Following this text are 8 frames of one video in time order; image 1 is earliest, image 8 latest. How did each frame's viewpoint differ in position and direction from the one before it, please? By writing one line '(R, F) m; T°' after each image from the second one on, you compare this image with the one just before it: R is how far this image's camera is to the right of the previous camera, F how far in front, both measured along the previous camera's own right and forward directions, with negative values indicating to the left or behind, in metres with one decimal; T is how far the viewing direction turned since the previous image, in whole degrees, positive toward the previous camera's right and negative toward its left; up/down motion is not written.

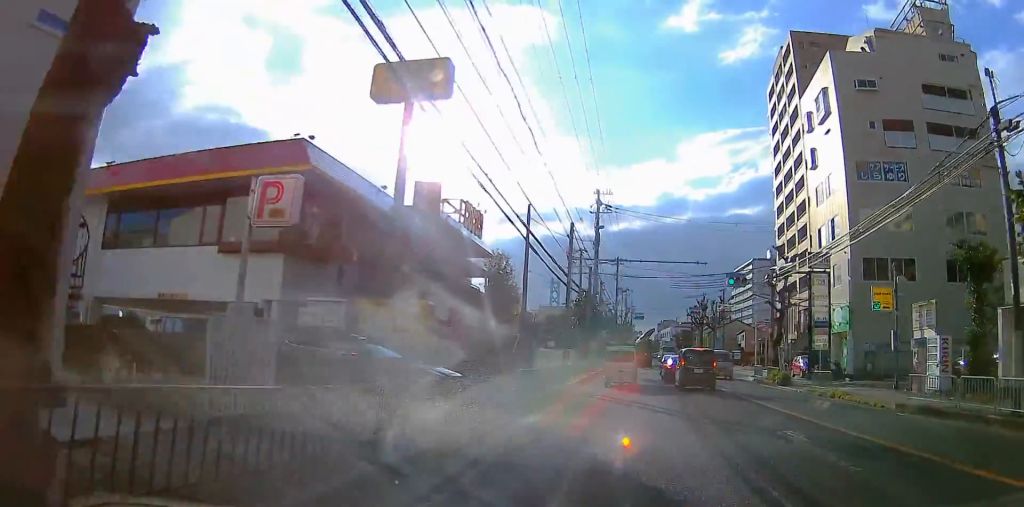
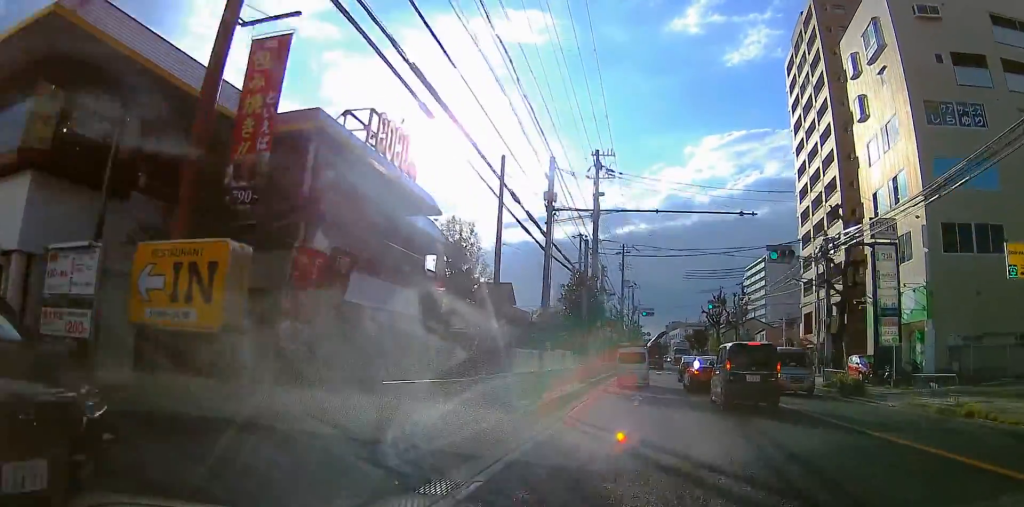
(0.0, +9.2) m; 0°
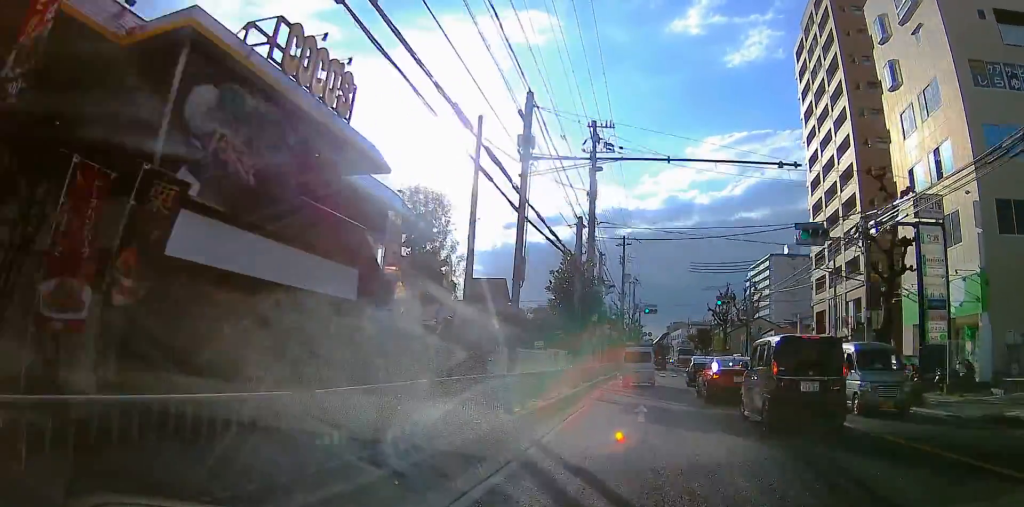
(0.0, +4.6) m; 0°
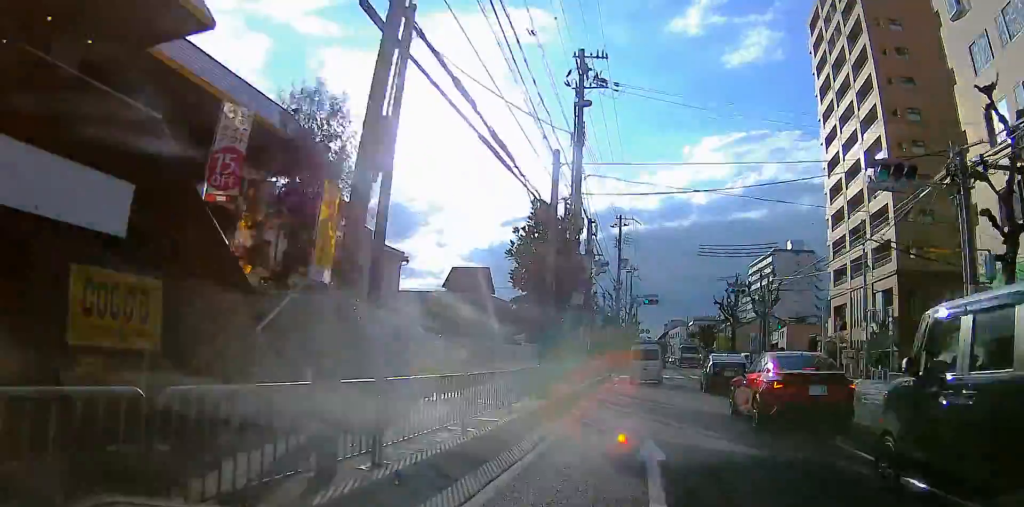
(0.0, +7.7) m; 0°
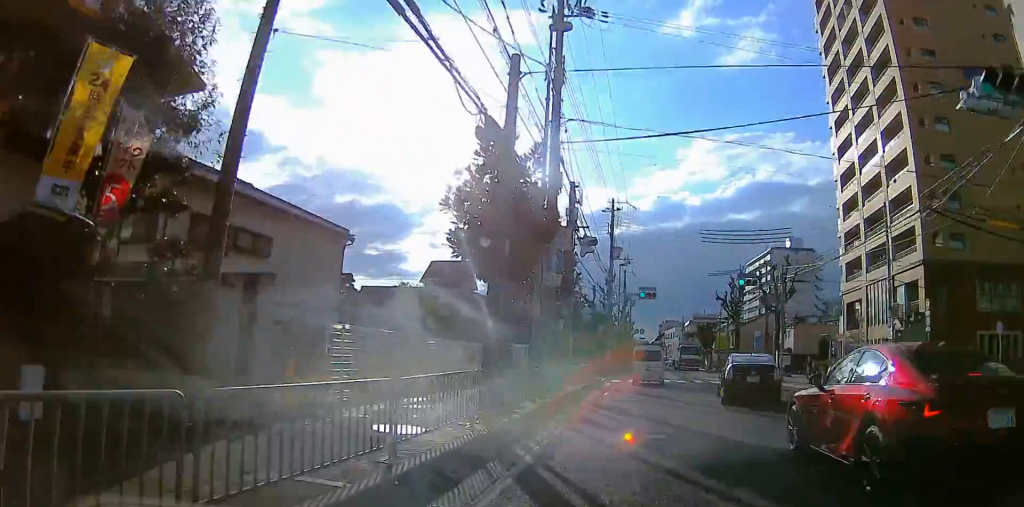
(0.0, +5.6) m; 0°
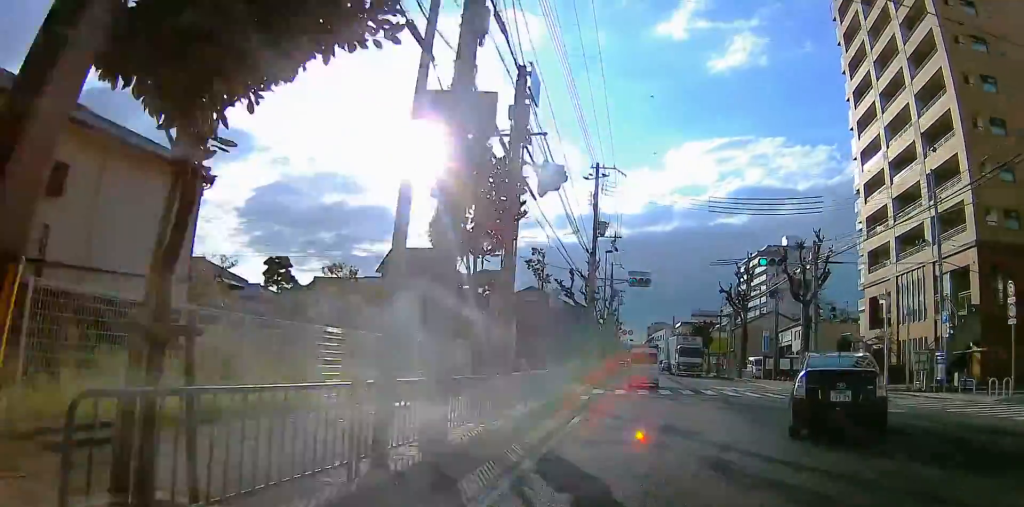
(0.0, +8.6) m; 0°
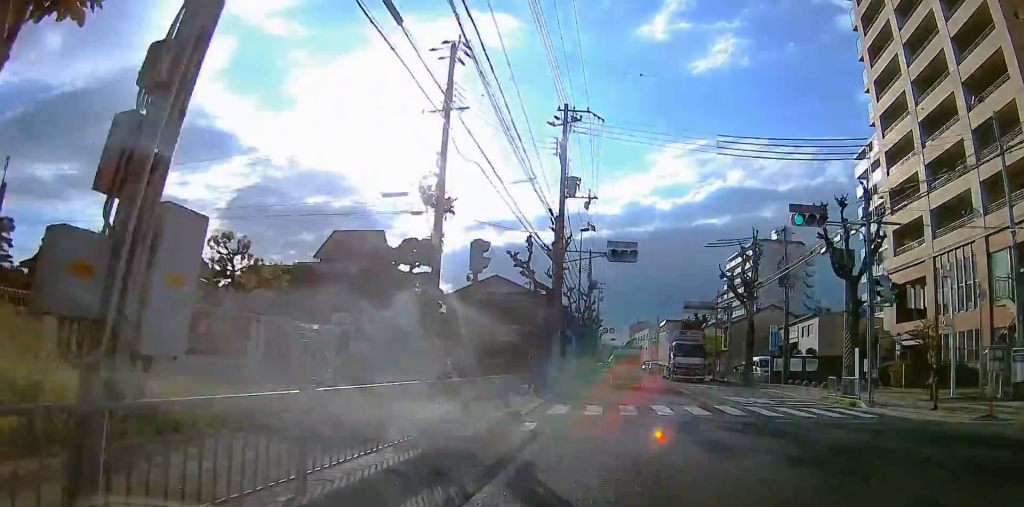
(0.0, +8.8) m; 0°
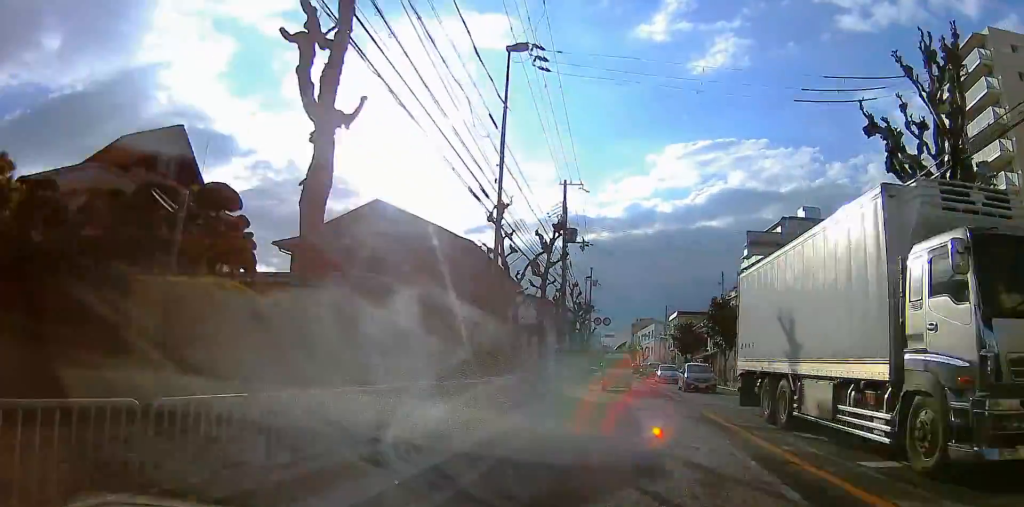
(-0.2, +25.3) m; -1°
